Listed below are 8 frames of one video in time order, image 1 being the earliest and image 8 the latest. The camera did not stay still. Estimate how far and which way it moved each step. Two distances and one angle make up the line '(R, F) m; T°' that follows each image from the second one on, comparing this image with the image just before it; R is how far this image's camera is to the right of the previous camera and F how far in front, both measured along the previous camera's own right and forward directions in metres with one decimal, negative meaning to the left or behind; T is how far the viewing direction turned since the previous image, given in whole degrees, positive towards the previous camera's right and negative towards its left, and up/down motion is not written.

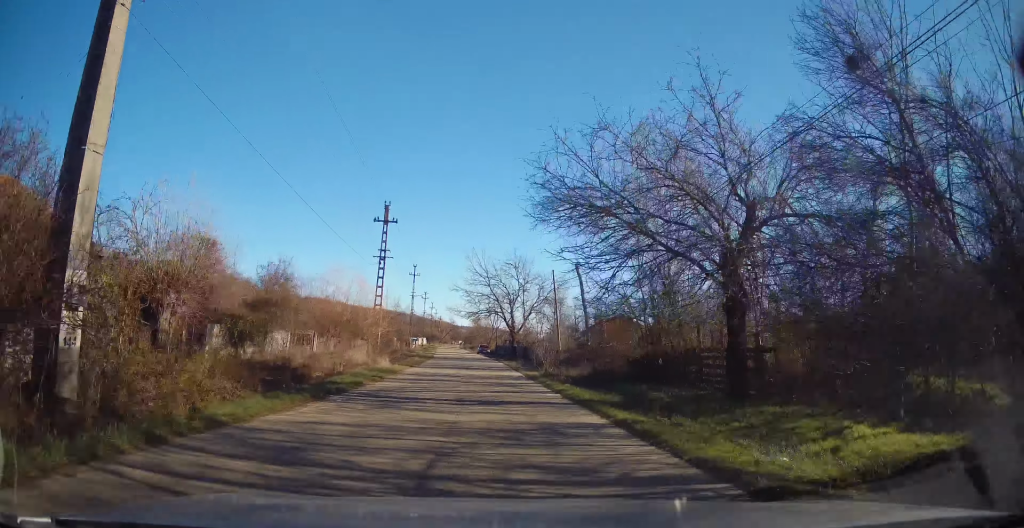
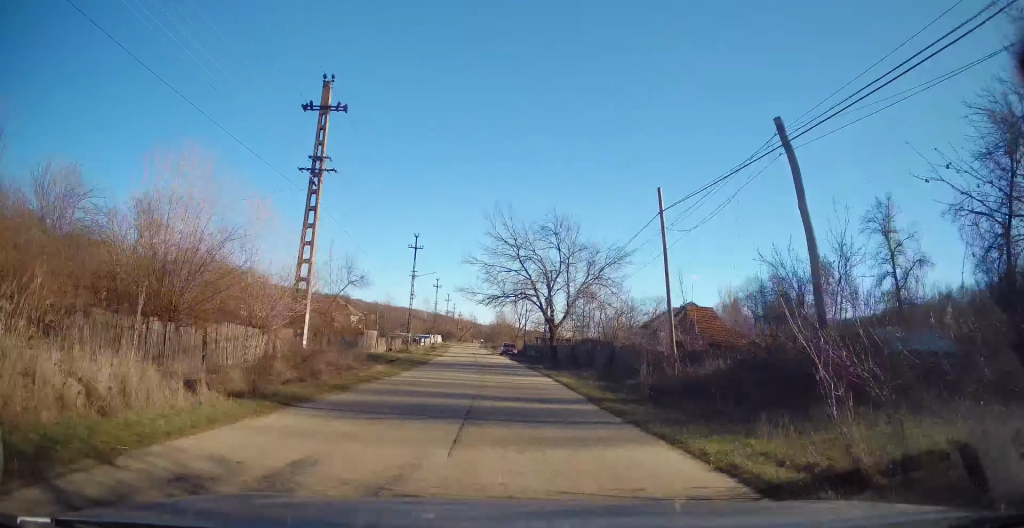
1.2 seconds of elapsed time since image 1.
(-0.1, +20.8) m; -2°
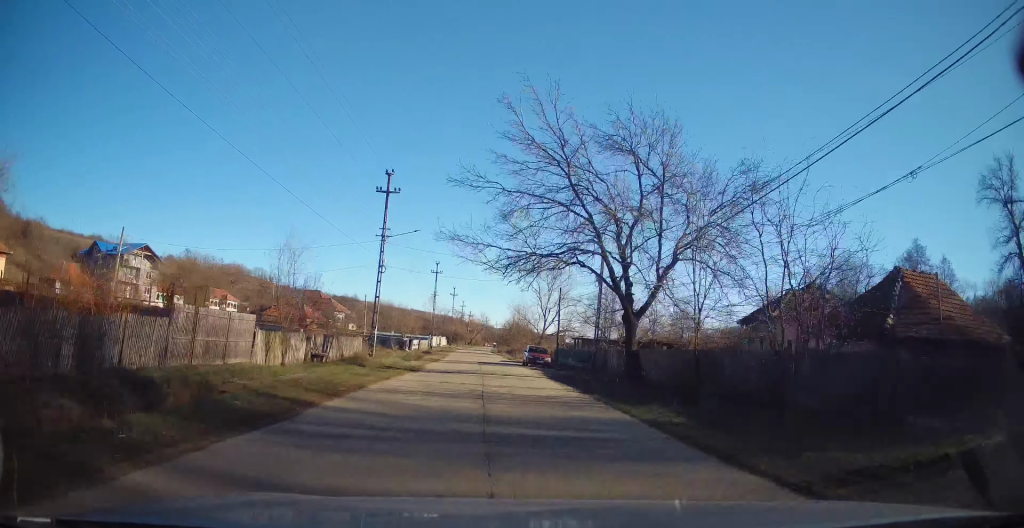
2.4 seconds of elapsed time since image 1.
(-0.7, +22.7) m; -2°
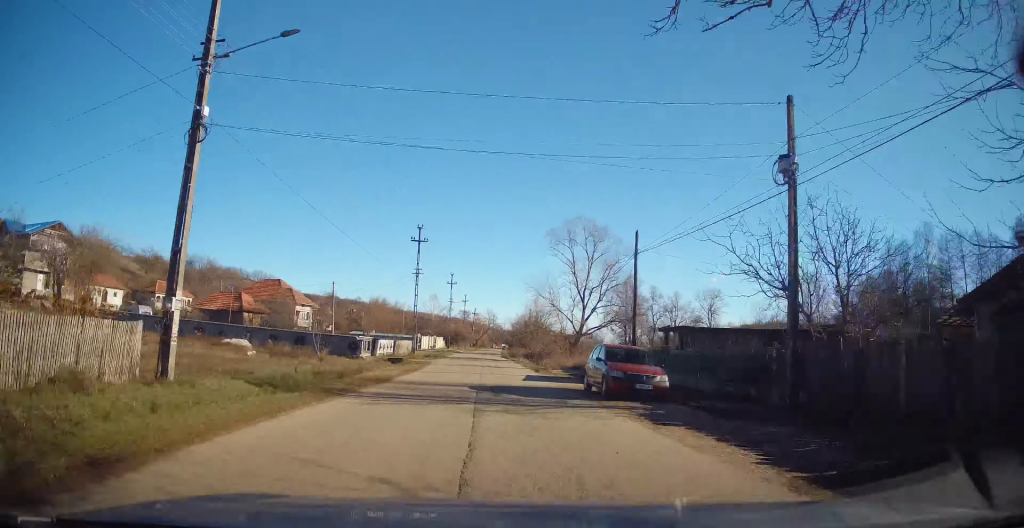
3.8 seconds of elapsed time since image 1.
(-0.5, +23.8) m; -1°
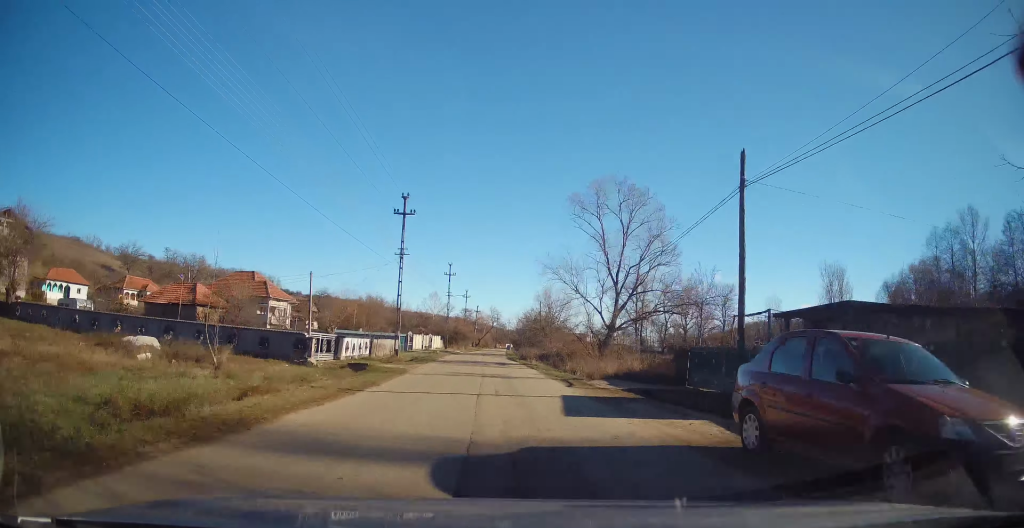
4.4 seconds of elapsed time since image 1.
(+0.1, +10.8) m; 0°
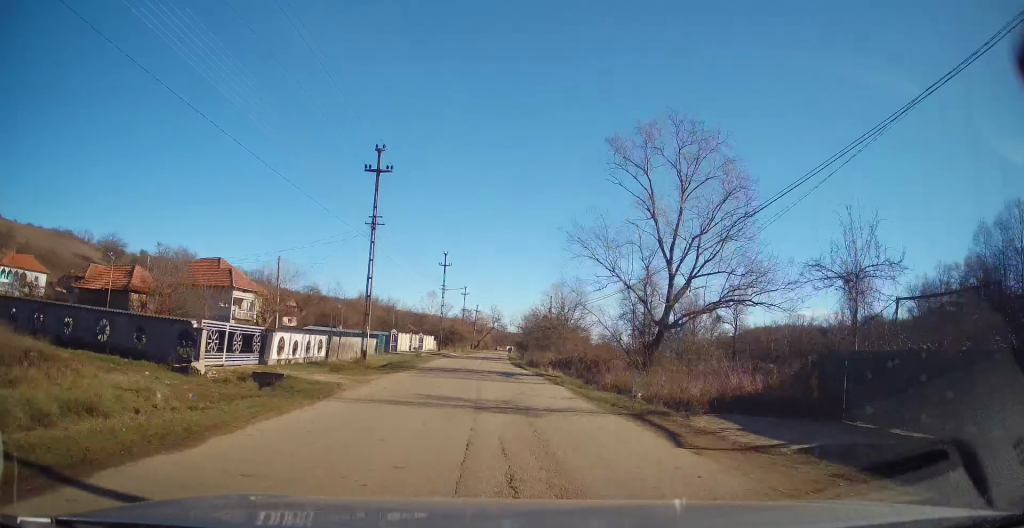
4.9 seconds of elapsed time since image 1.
(+0.3, +10.2) m; 0°
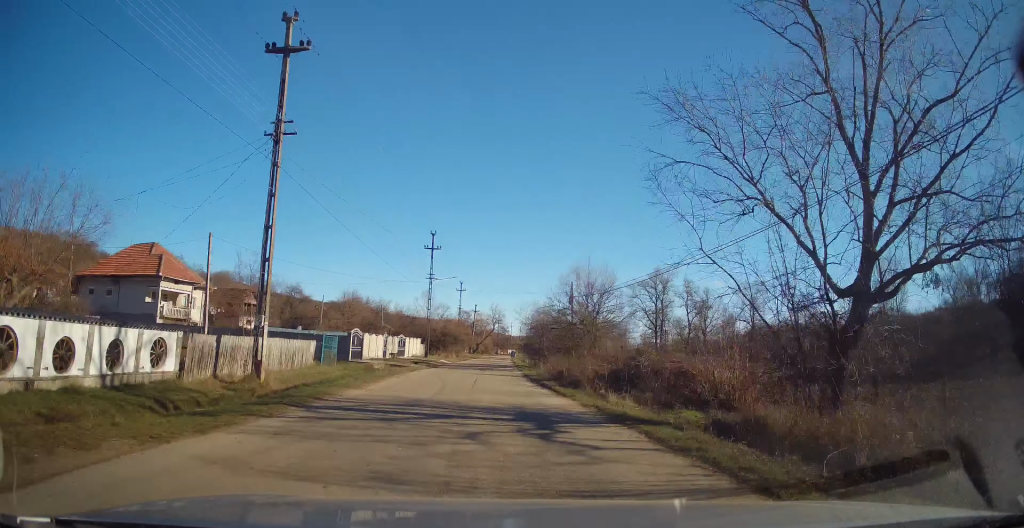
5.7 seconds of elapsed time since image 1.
(-0.3, +13.8) m; 0°
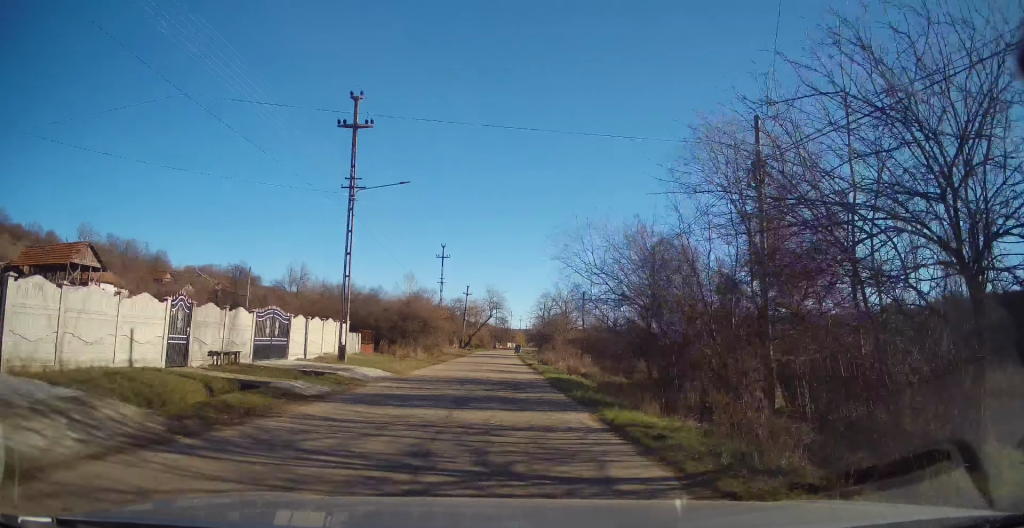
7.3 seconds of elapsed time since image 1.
(+0.1, +29.0) m; 0°
